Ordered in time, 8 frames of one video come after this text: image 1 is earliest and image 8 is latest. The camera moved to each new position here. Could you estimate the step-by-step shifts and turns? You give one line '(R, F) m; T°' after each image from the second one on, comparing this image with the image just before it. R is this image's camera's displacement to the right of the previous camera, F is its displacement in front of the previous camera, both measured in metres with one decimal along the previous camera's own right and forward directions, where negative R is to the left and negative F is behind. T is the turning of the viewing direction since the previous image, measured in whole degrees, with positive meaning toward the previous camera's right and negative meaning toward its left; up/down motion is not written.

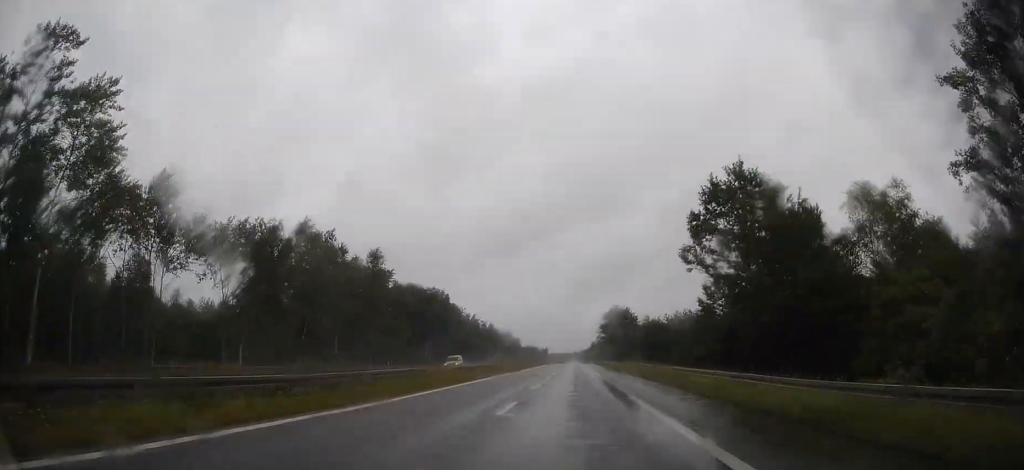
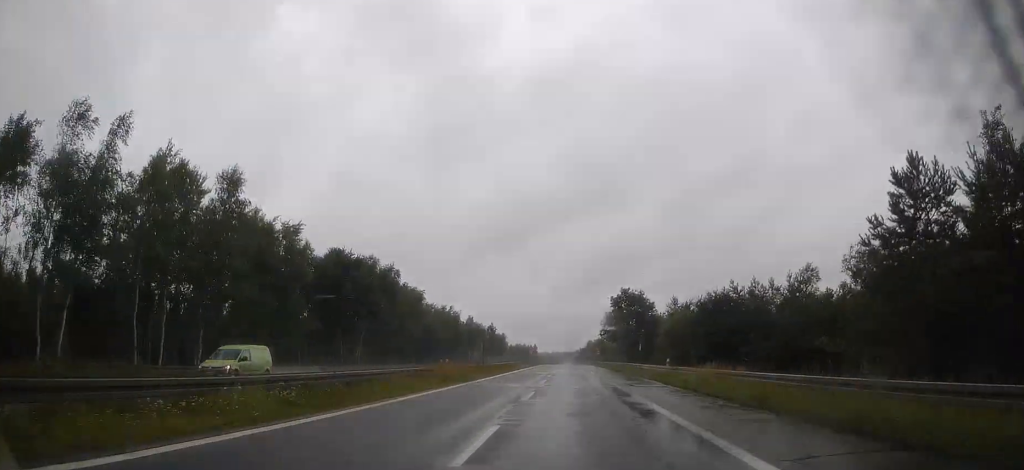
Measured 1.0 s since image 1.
(0.0, +30.3) m; 0°
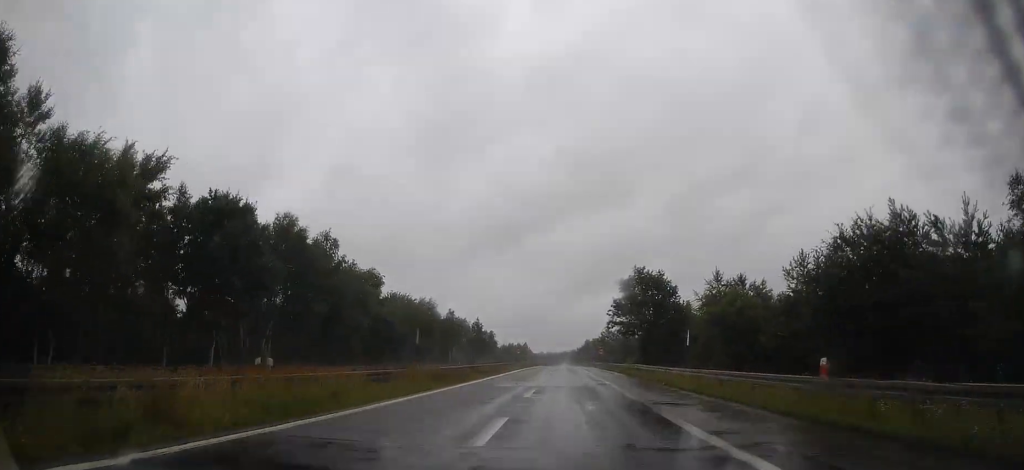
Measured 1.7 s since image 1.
(-0.1, +21.7) m; 0°
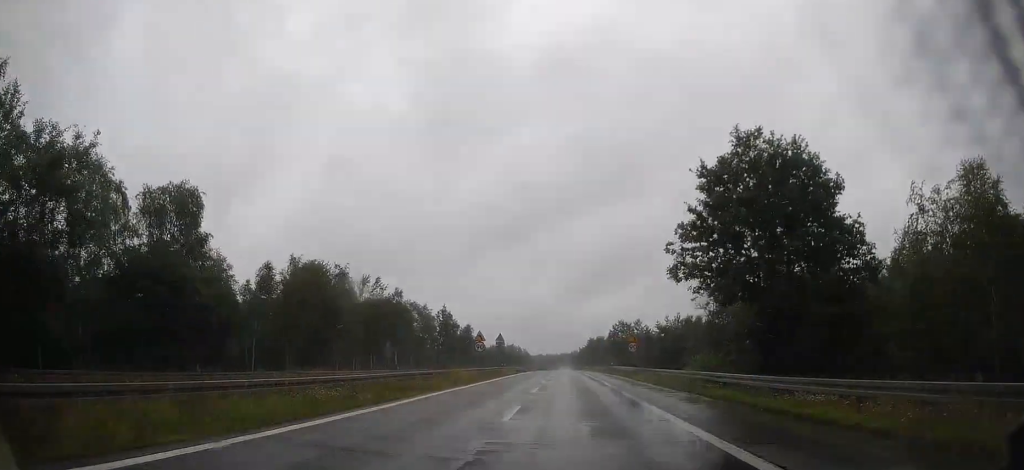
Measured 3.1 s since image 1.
(-0.1, +43.0) m; 0°
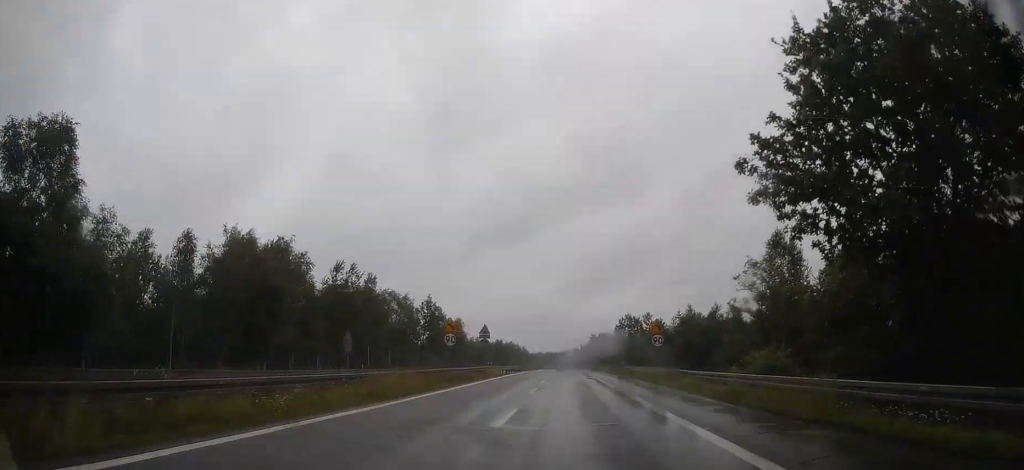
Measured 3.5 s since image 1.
(-0.1, +13.2) m; 0°
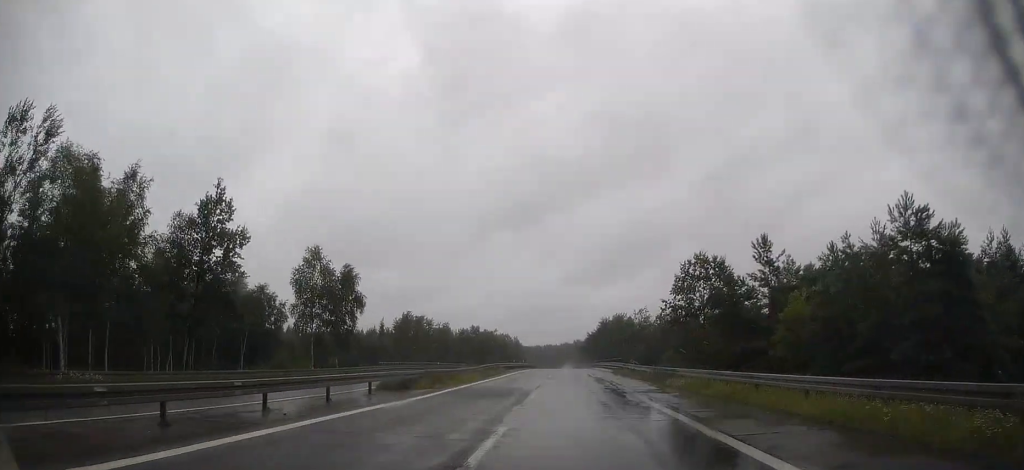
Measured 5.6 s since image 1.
(+0.5, +62.8) m; 0°
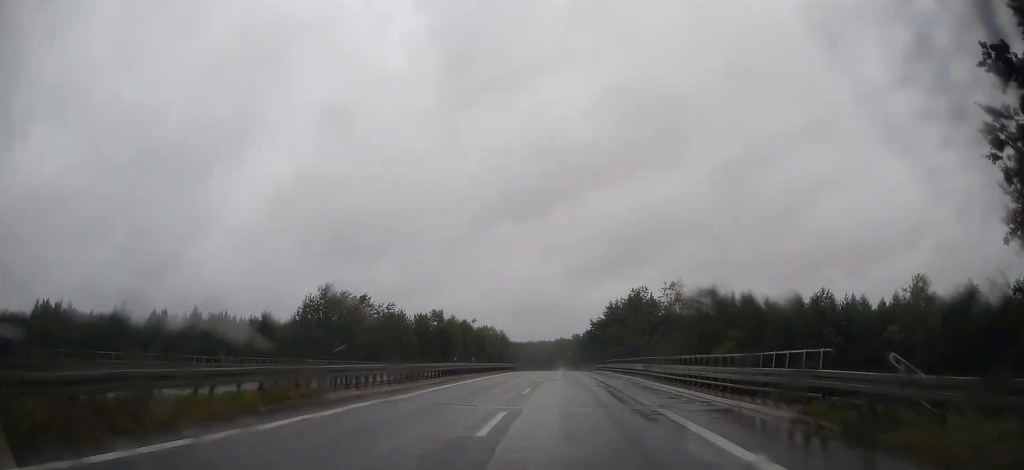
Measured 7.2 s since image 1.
(-0.2, +45.7) m; 0°
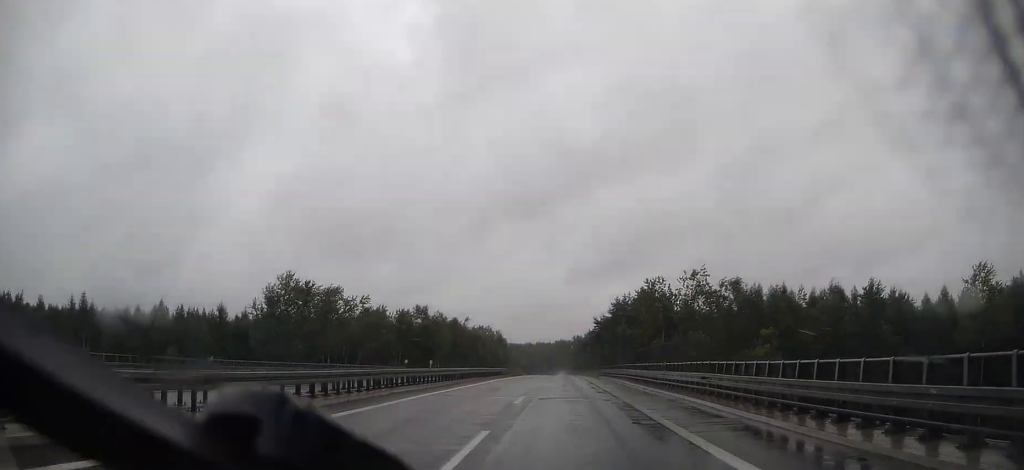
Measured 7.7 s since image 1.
(0.0, +14.4) m; 0°
